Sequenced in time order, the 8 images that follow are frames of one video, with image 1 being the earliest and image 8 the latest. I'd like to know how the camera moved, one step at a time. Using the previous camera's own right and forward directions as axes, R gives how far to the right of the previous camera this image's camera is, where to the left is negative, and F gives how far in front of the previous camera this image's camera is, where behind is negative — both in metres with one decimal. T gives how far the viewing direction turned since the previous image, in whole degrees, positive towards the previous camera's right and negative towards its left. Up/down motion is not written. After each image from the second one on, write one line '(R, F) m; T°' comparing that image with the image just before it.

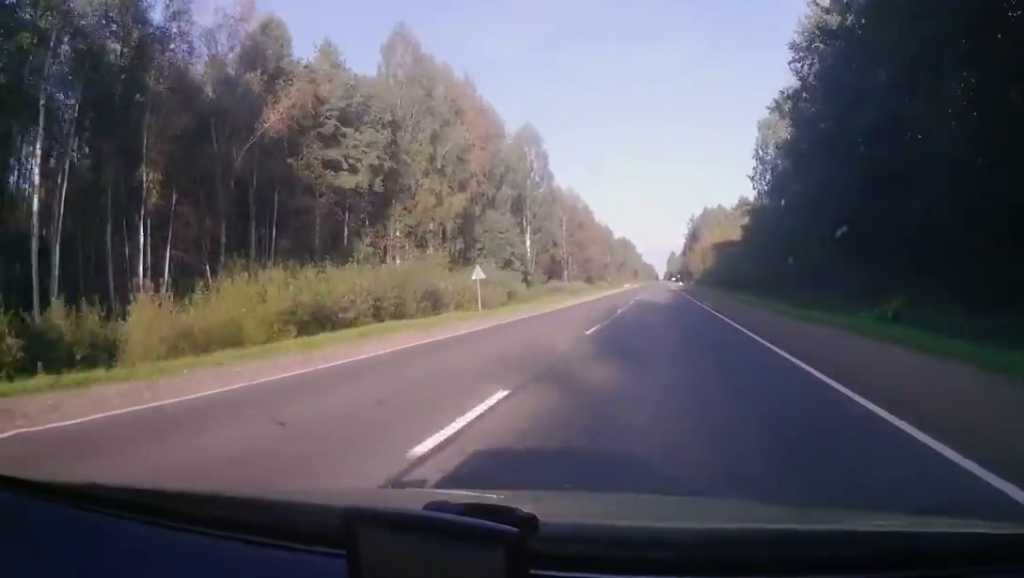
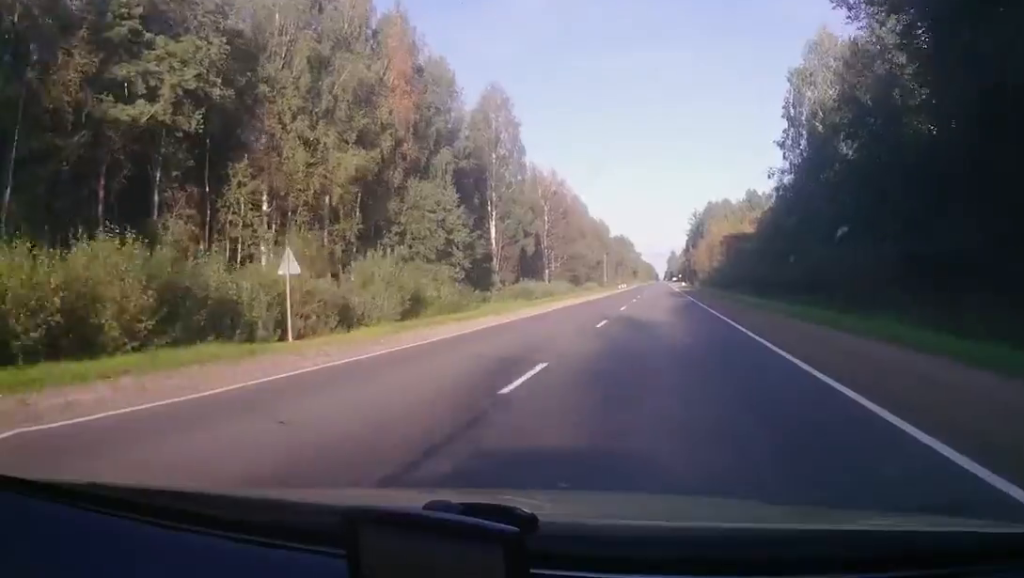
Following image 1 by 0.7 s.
(0.0, +20.9) m; 0°
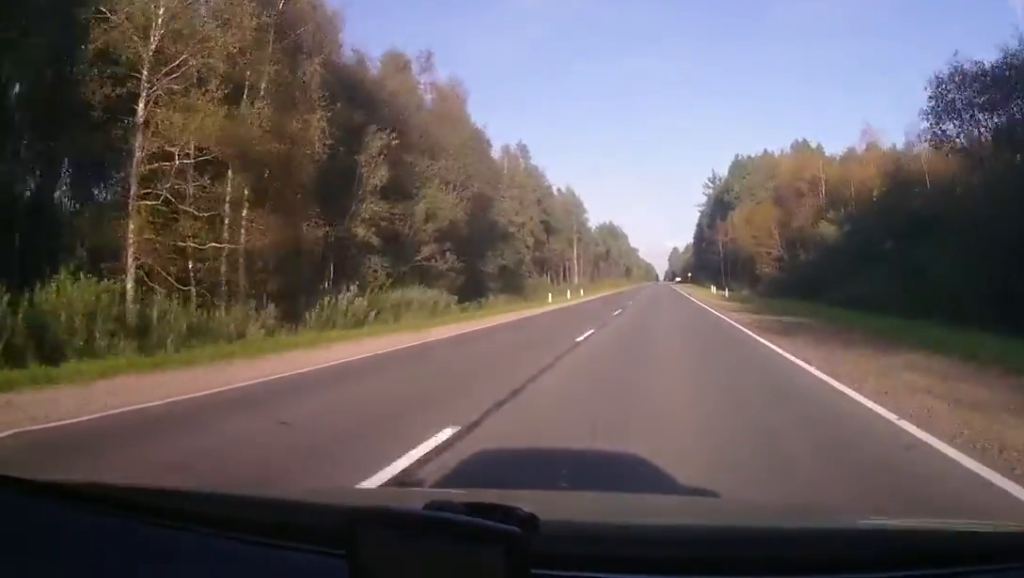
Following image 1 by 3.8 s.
(-0.3, +87.1) m; -1°
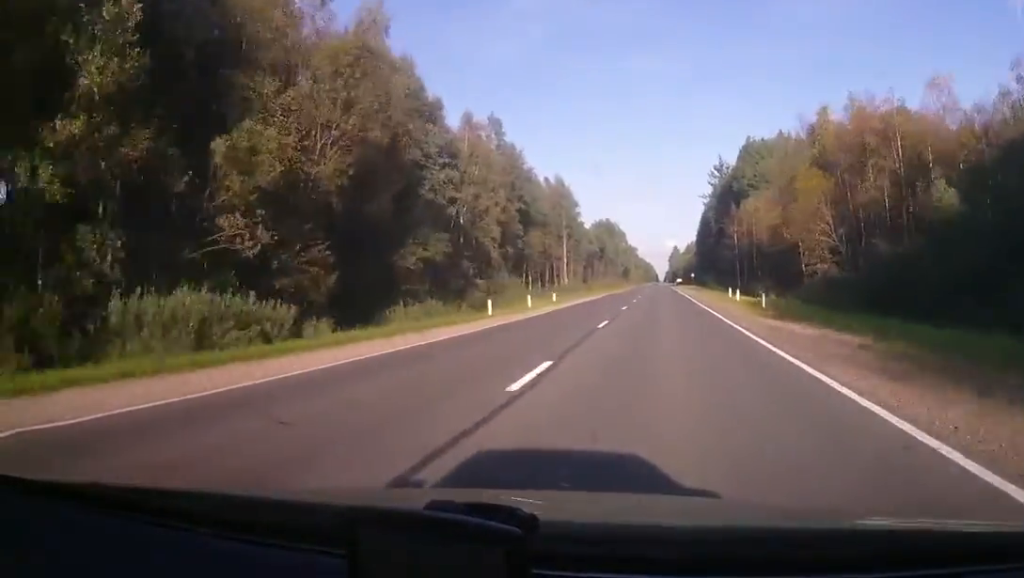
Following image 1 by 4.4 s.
(-0.4, +18.5) m; +1°
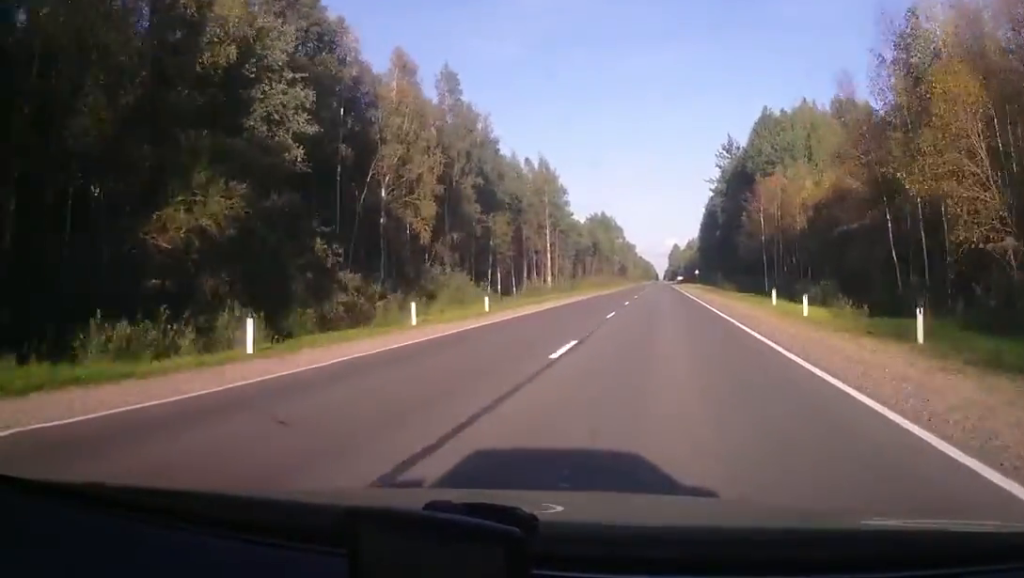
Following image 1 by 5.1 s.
(+0.7, +20.6) m; +1°
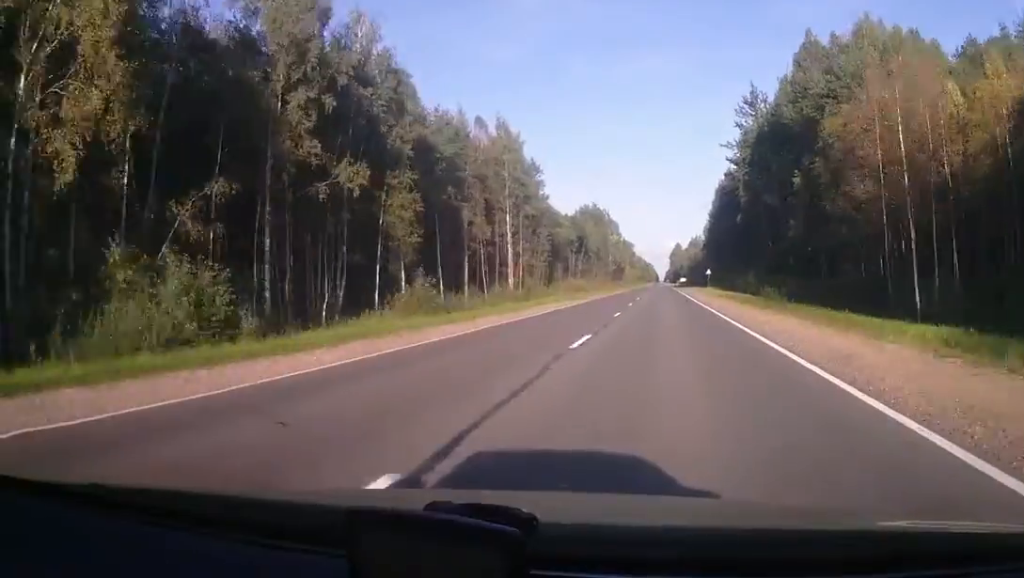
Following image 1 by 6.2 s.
(+0.5, +33.7) m; +1°
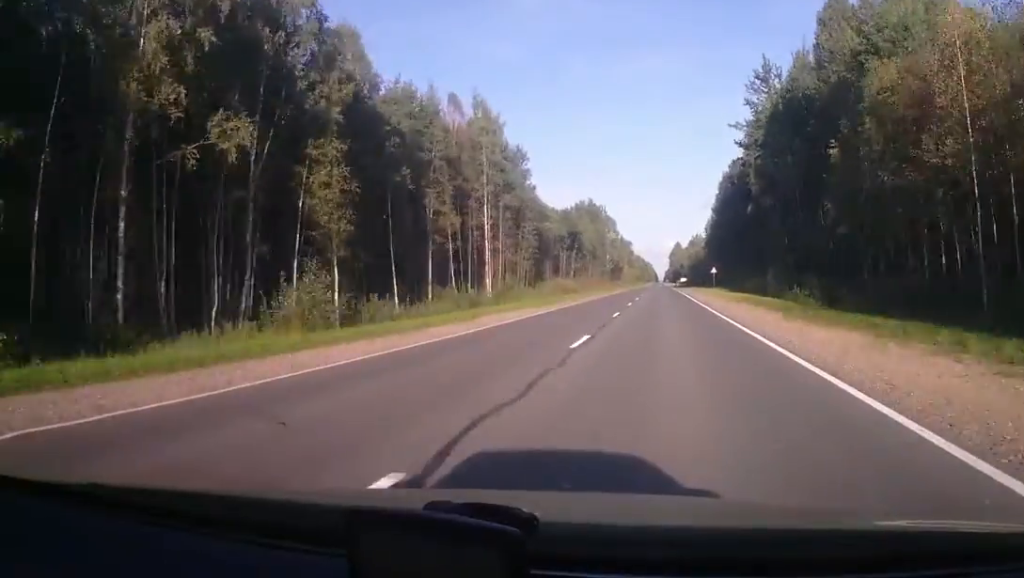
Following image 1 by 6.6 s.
(0.0, +12.0) m; 0°
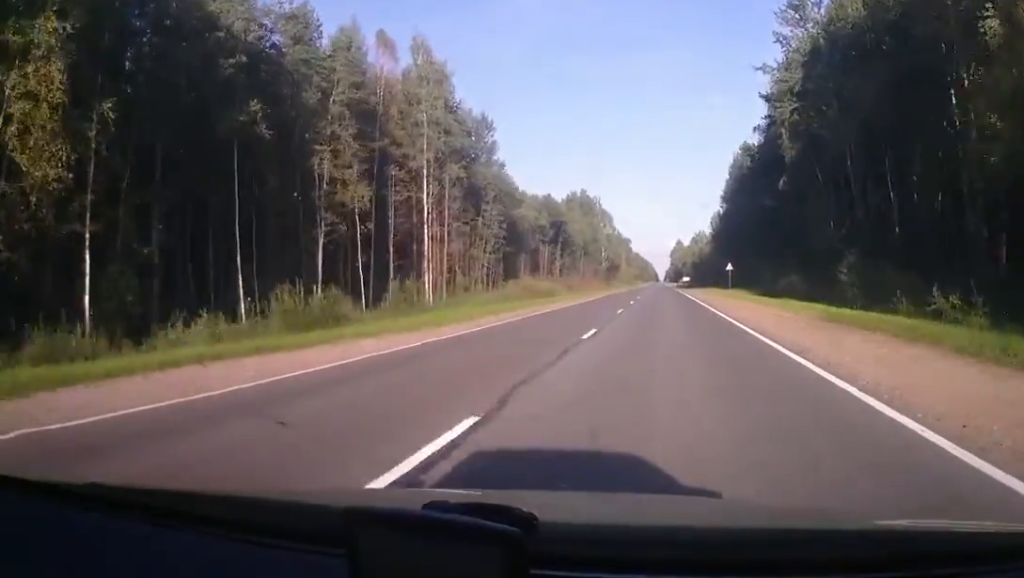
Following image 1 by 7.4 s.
(+0.1, +22.1) m; -1°
